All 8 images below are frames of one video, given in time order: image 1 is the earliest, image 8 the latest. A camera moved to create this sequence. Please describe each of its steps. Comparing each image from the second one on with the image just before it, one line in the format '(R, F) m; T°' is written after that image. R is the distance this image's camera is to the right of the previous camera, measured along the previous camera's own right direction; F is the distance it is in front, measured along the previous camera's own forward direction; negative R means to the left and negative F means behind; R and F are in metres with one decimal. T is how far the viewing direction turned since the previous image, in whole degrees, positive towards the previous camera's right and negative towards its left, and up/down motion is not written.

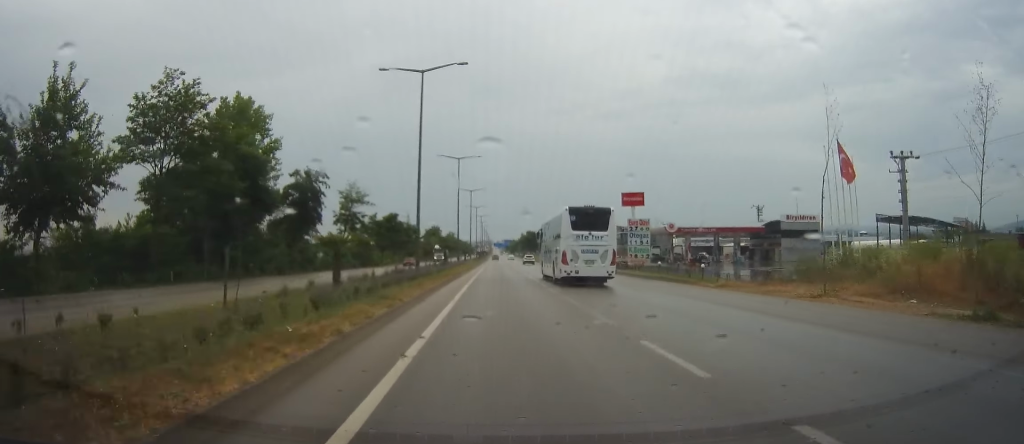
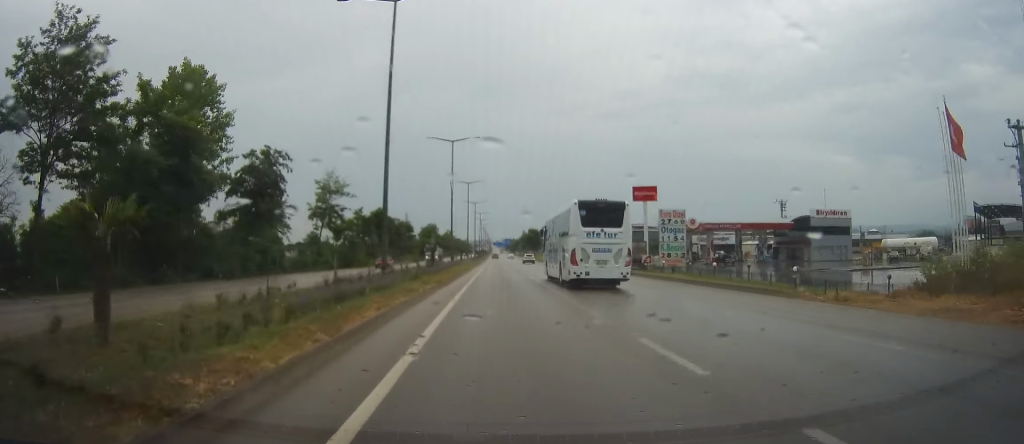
(0.0, +12.1) m; 0°
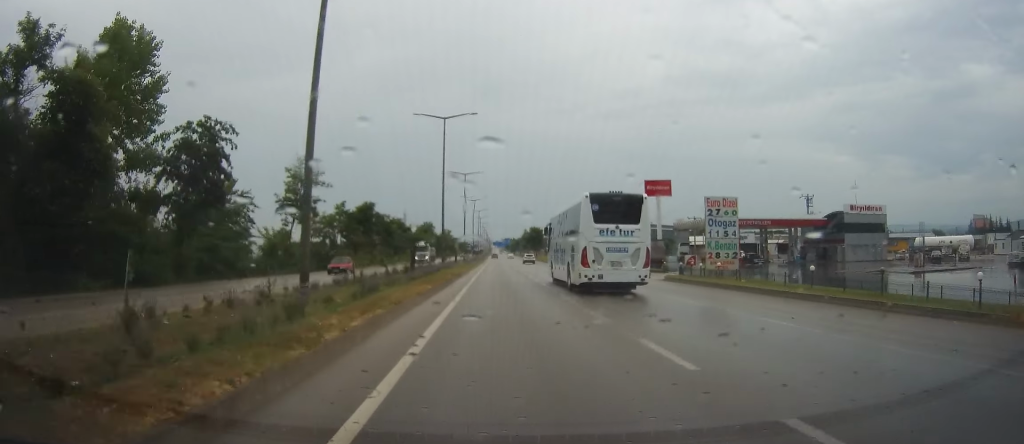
(+0.2, +12.1) m; -1°
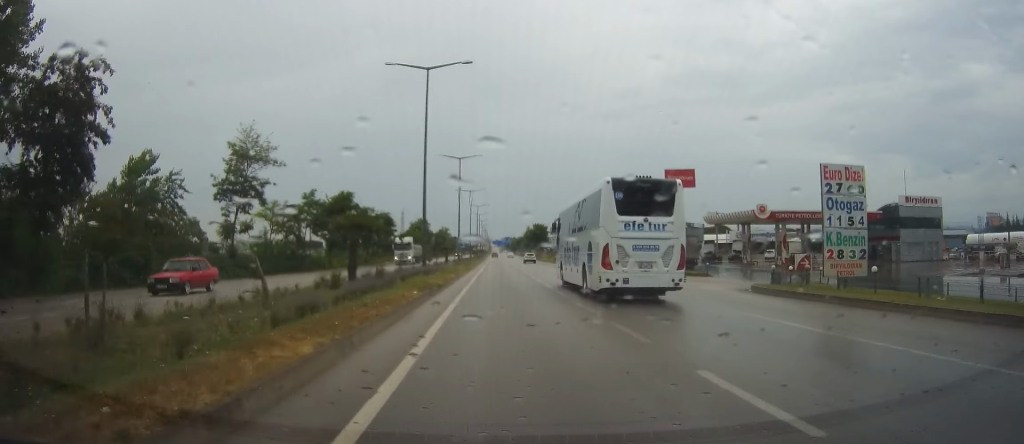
(-0.5, +15.4) m; -3°
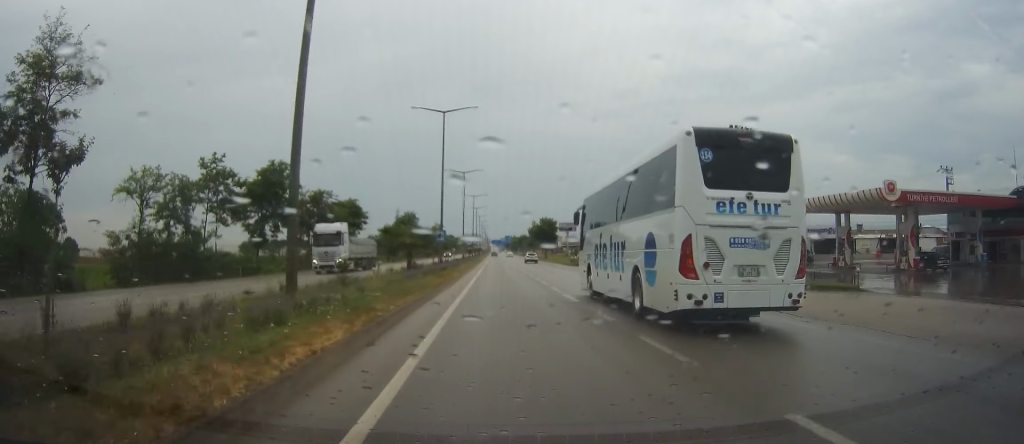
(-0.6, +26.3) m; +1°
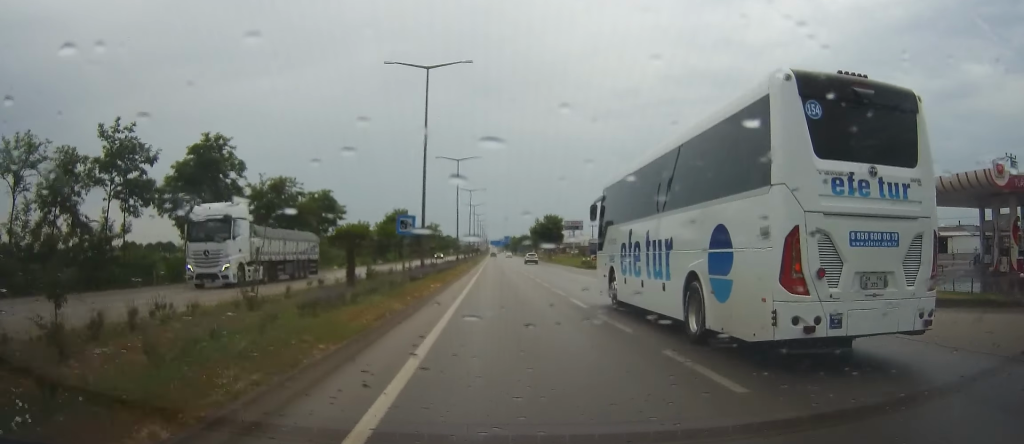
(+0.4, +13.9) m; +3°
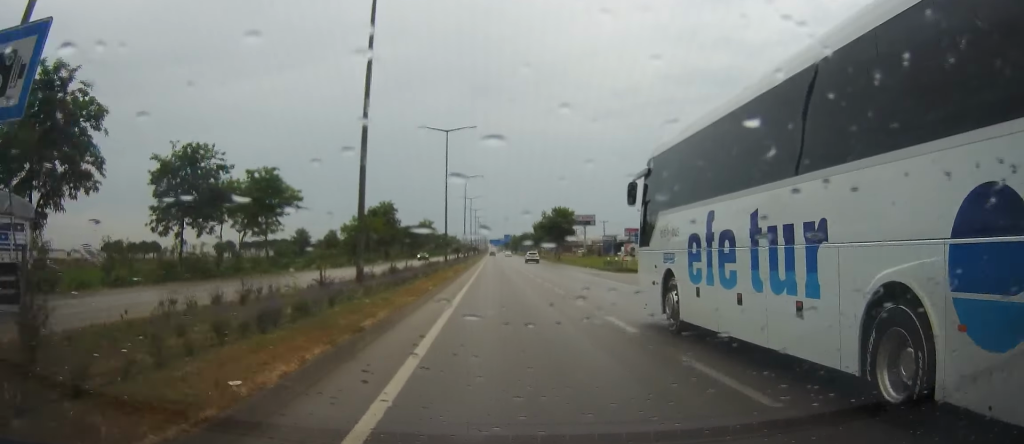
(+0.4, +18.9) m; 0°
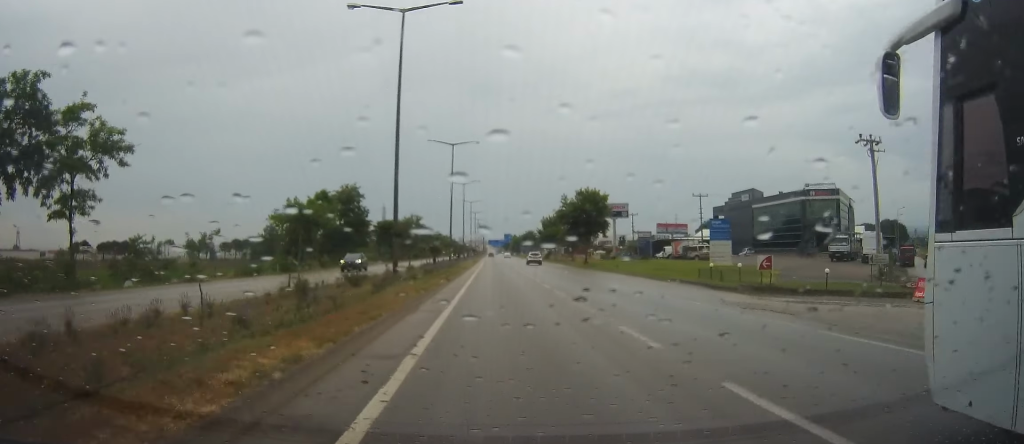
(-0.7, +32.3) m; -1°
